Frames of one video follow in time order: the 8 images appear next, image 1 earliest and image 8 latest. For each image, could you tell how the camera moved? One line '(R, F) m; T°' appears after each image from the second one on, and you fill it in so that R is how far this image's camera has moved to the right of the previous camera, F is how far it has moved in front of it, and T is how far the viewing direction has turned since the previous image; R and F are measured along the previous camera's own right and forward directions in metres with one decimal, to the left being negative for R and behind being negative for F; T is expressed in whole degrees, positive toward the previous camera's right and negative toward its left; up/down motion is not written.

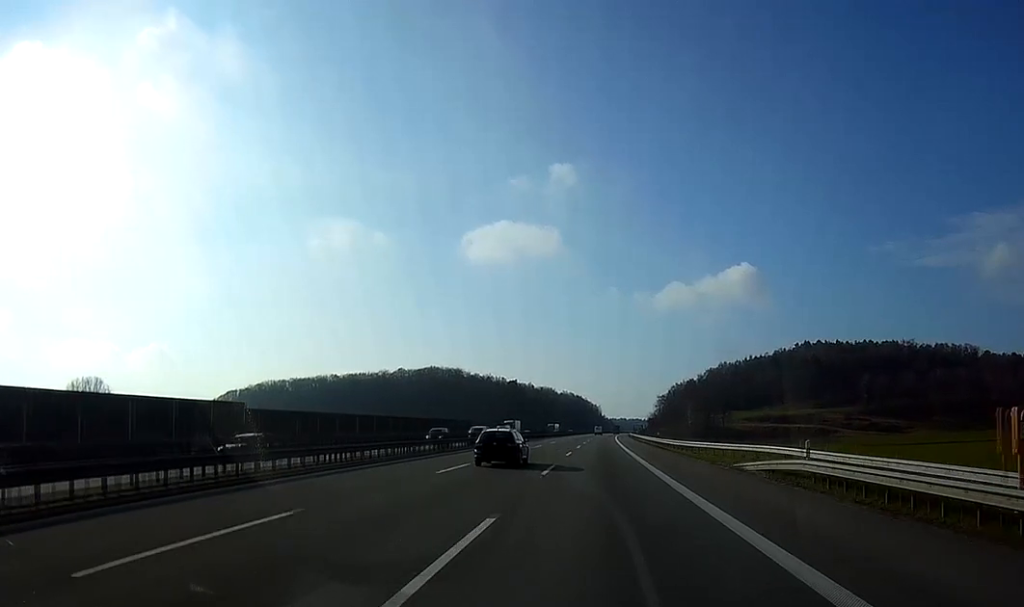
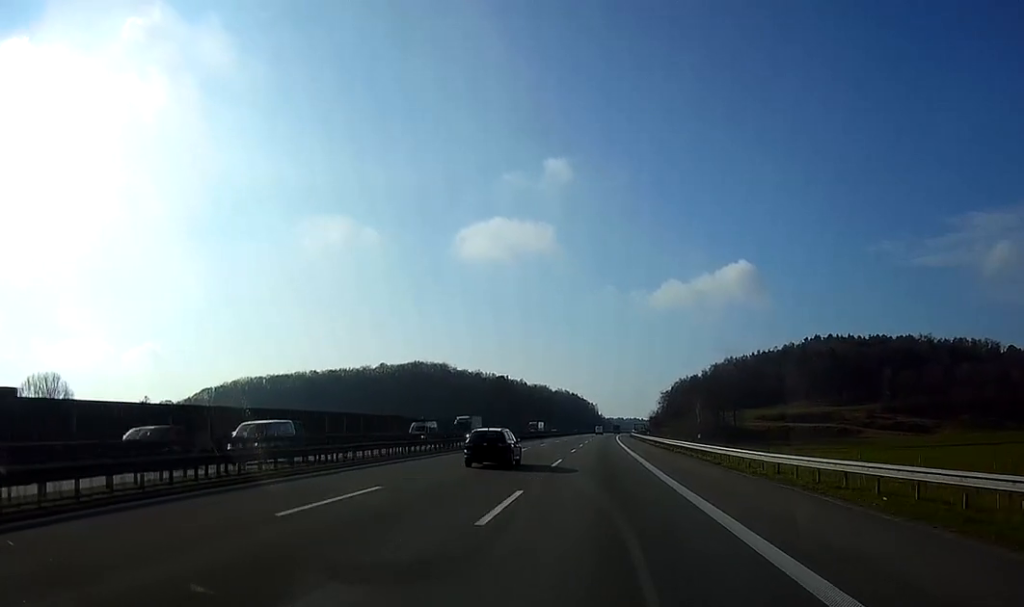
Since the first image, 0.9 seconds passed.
(+0.2, +28.4) m; 0°
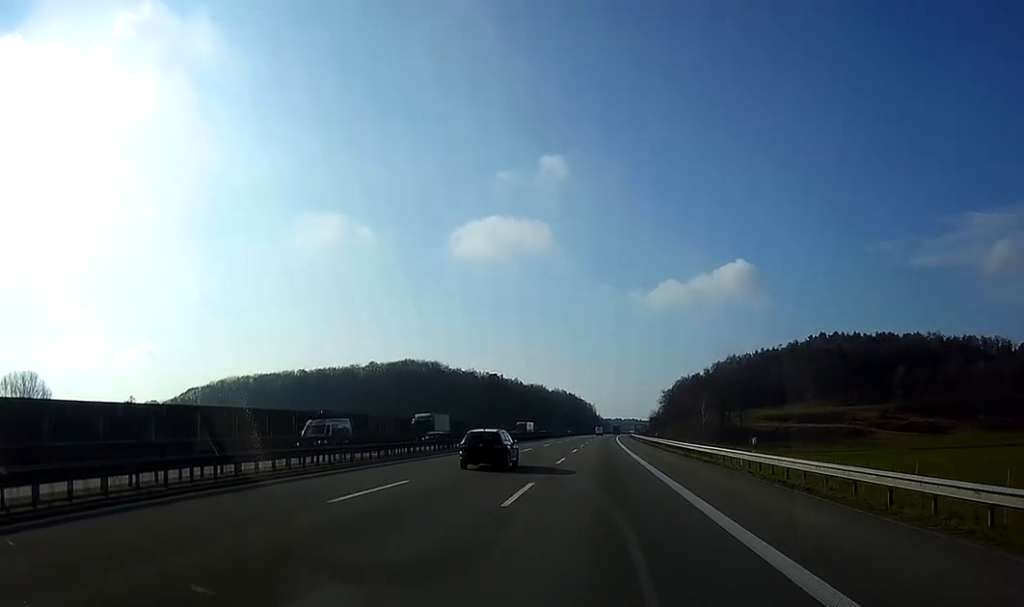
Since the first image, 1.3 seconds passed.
(-0.1, +13.5) m; 0°
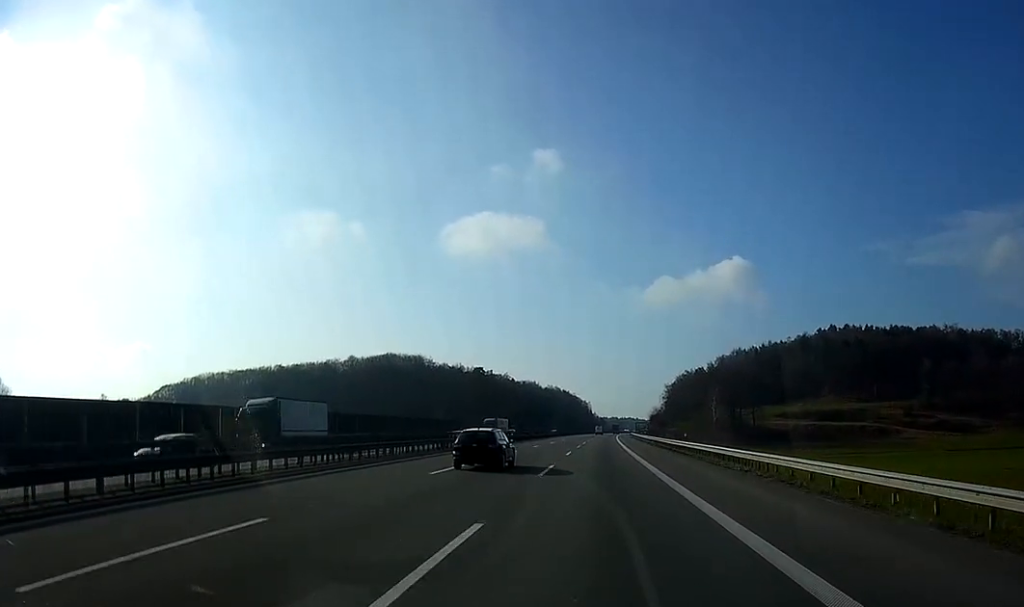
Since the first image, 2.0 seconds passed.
(0.0, +24.3) m; 0°
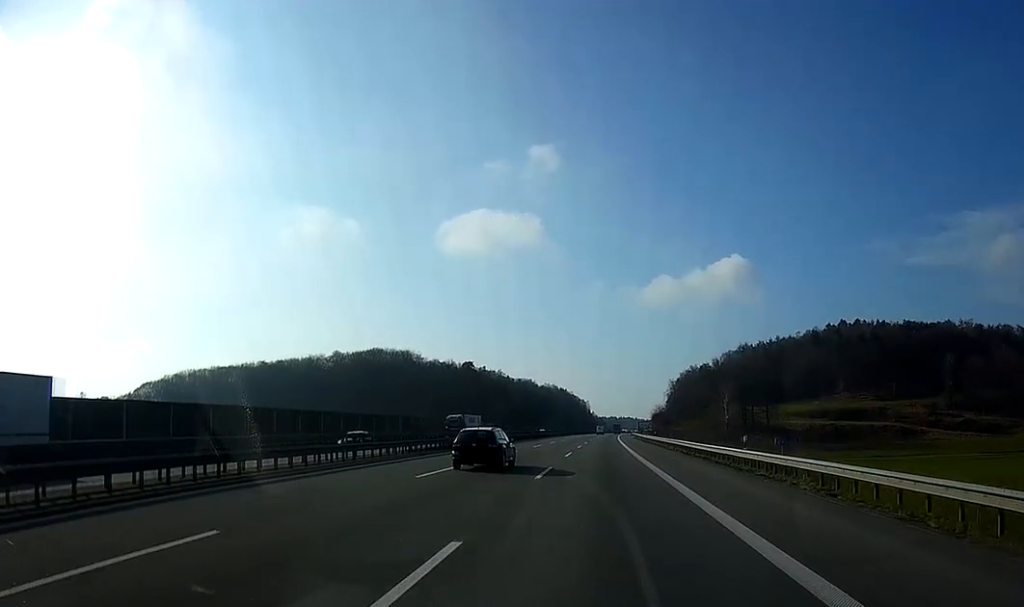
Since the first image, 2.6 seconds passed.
(0.0, +18.0) m; 0°
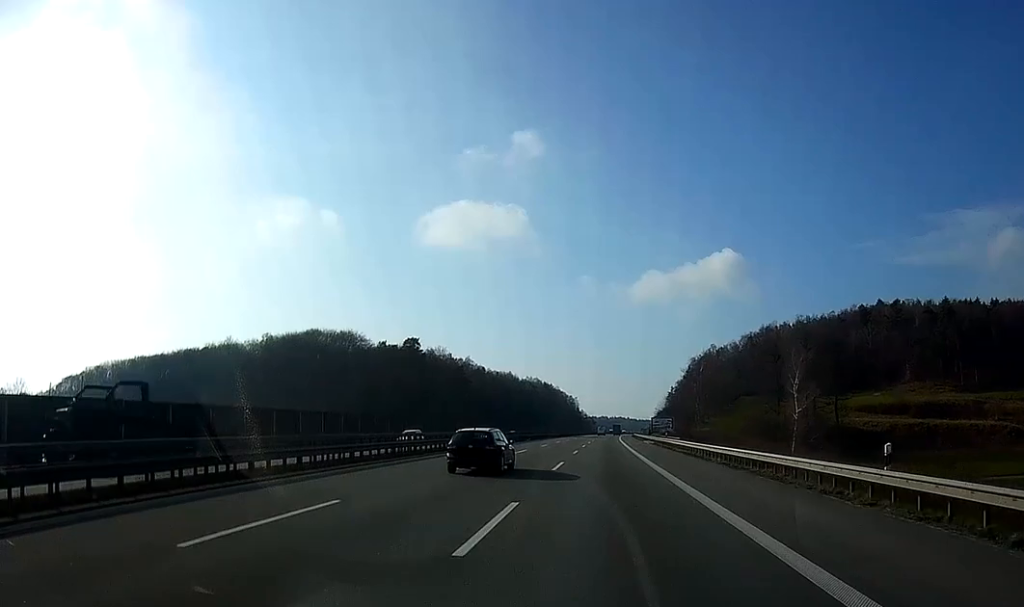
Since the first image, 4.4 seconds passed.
(+0.6, +68.6) m; +1°
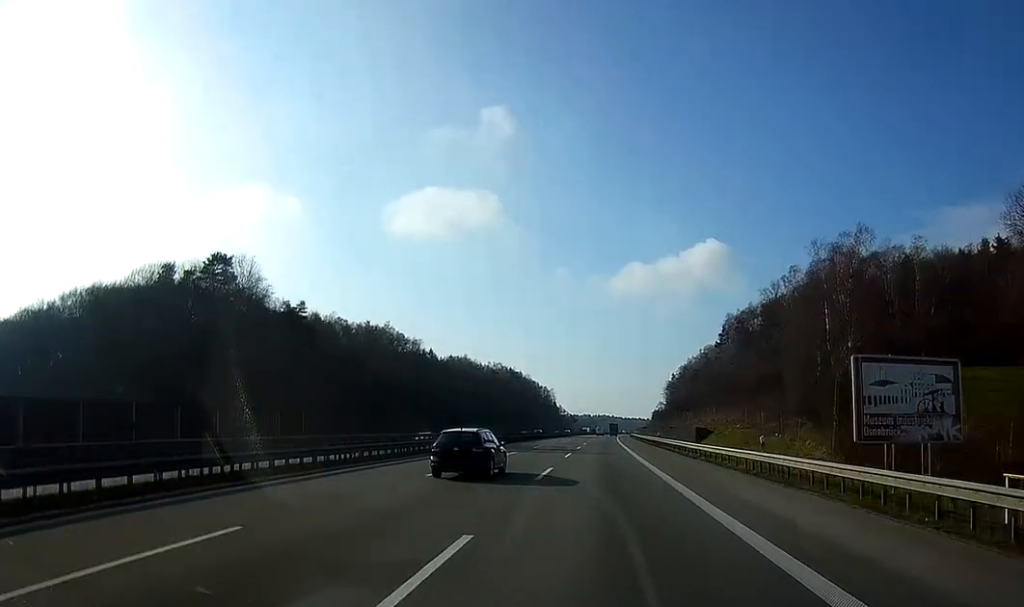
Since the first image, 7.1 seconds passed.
(+1.1, +90.5) m; +1°
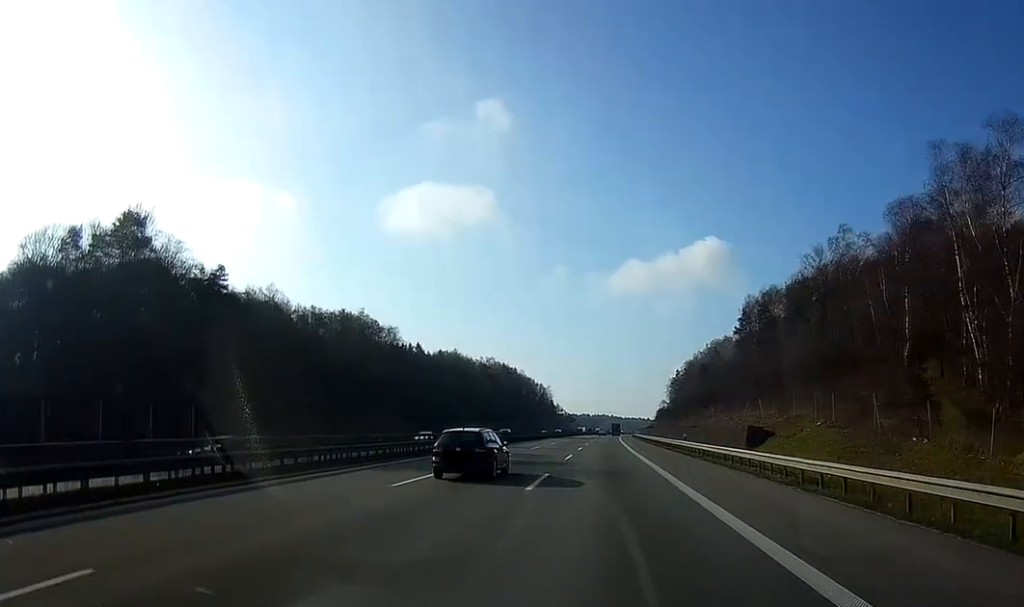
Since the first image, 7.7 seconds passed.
(0.0, +23.2) m; 0°
